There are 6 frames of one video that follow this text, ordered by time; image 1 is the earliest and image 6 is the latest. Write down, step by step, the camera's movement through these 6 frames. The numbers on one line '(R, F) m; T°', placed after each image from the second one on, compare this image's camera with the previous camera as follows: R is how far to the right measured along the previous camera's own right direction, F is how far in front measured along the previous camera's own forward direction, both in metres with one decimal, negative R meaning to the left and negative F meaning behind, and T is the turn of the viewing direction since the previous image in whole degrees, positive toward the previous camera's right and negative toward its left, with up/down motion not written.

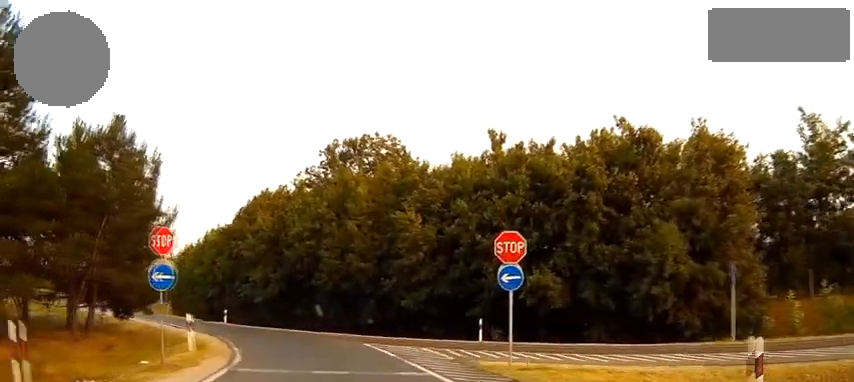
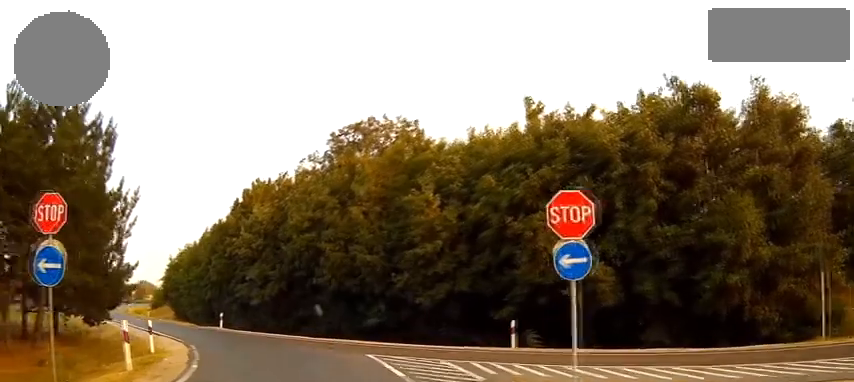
(-0.1, +5.5) m; -1°
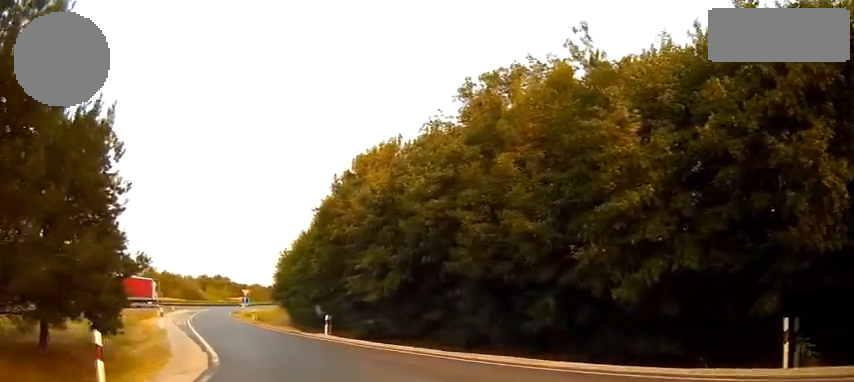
(0.0, +10.5) m; -3°
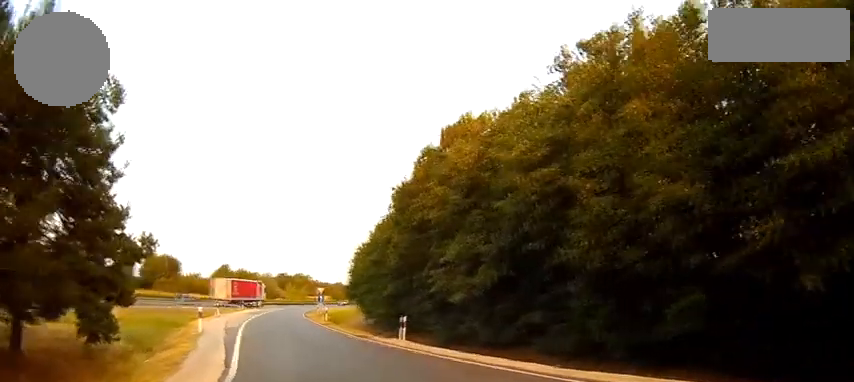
(+0.2, +5.2) m; -6°
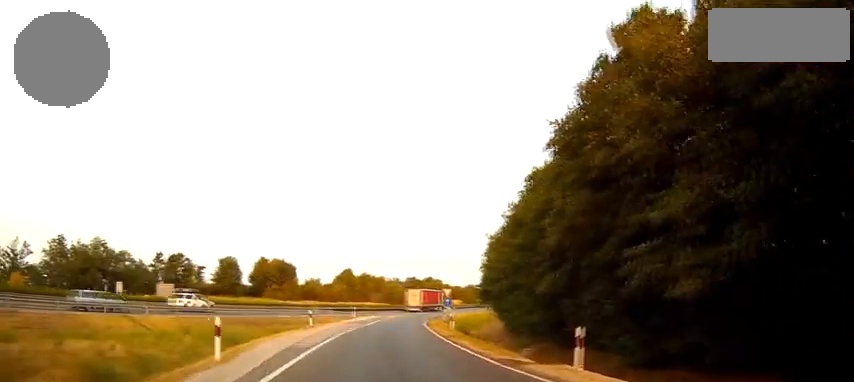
(-2.2, +10.5) m; -19°
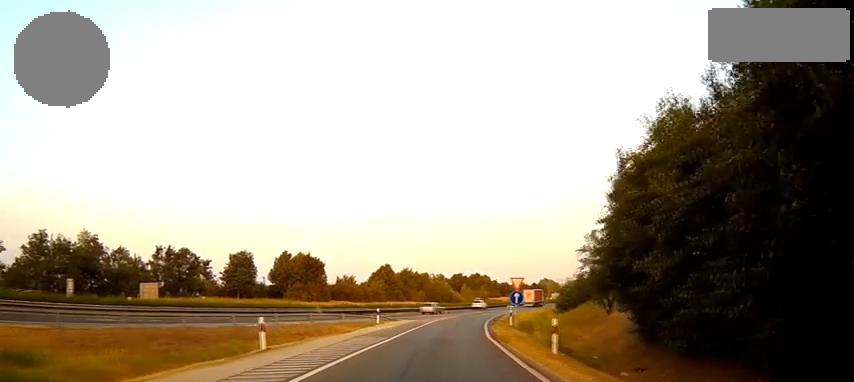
(-2.8, +19.5) m; -10°
